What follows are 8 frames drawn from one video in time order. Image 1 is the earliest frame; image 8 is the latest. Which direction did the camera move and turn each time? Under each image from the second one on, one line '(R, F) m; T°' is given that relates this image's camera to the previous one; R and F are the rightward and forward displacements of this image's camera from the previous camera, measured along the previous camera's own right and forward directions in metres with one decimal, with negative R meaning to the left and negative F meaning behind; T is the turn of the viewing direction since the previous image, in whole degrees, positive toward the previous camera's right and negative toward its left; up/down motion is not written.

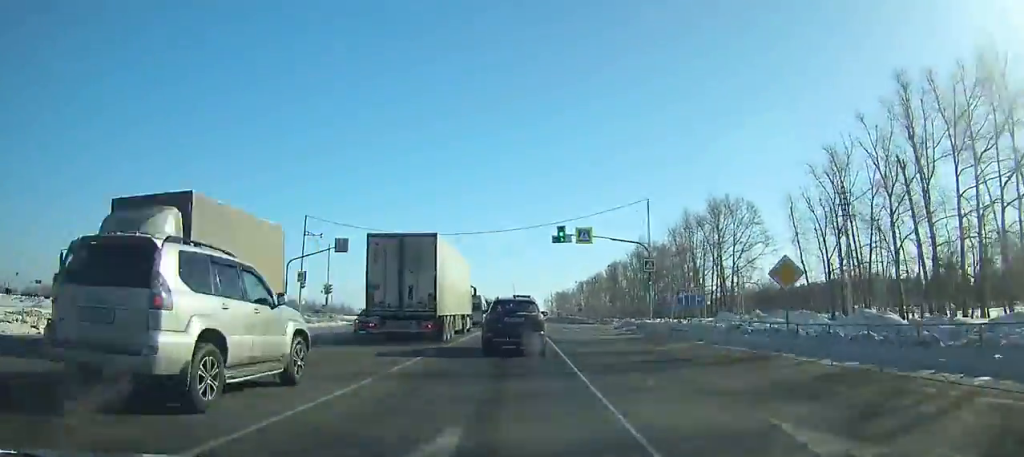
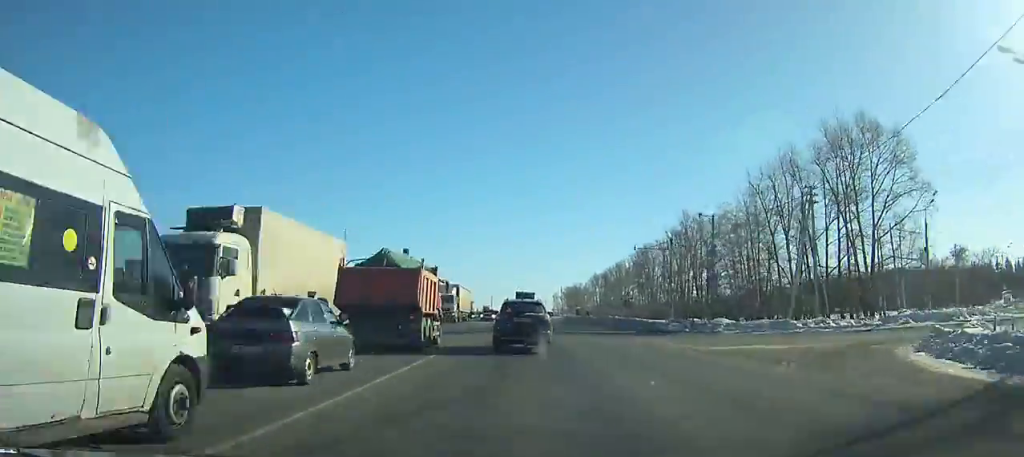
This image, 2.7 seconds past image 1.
(+0.3, +46.8) m; 0°
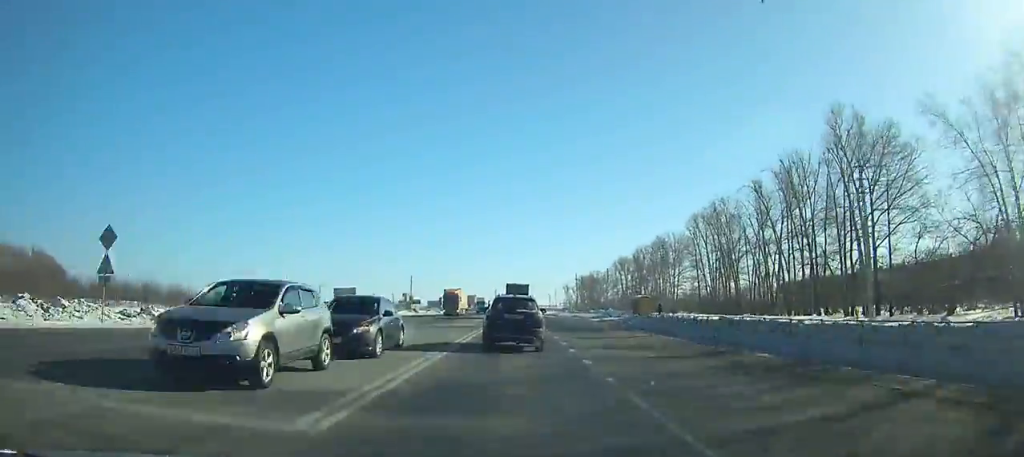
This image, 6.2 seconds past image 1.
(0.0, +61.9) m; -1°
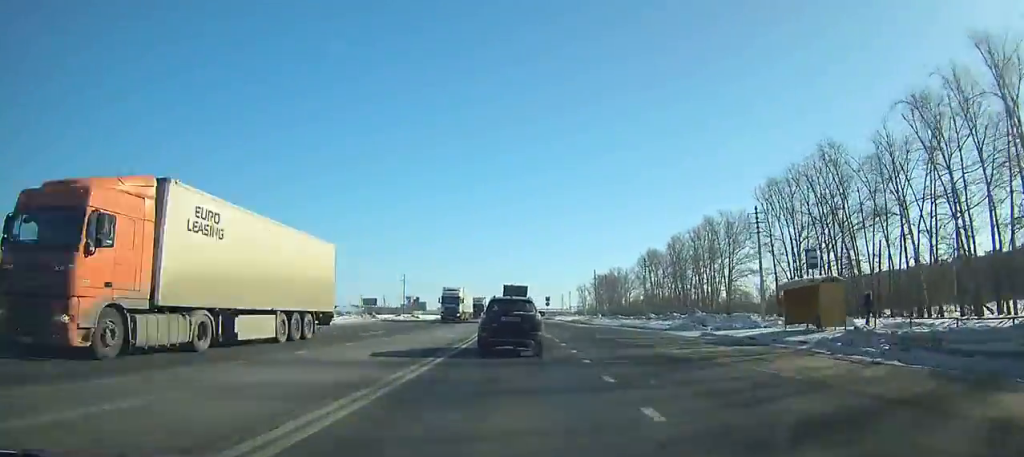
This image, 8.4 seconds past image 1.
(-0.5, +38.7) m; -1°
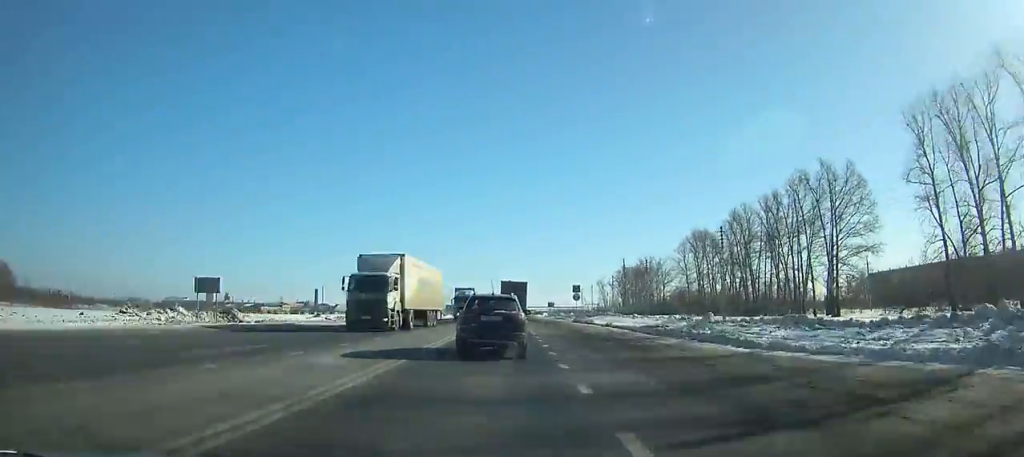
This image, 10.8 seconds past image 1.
(-0.6, +41.5) m; -2°
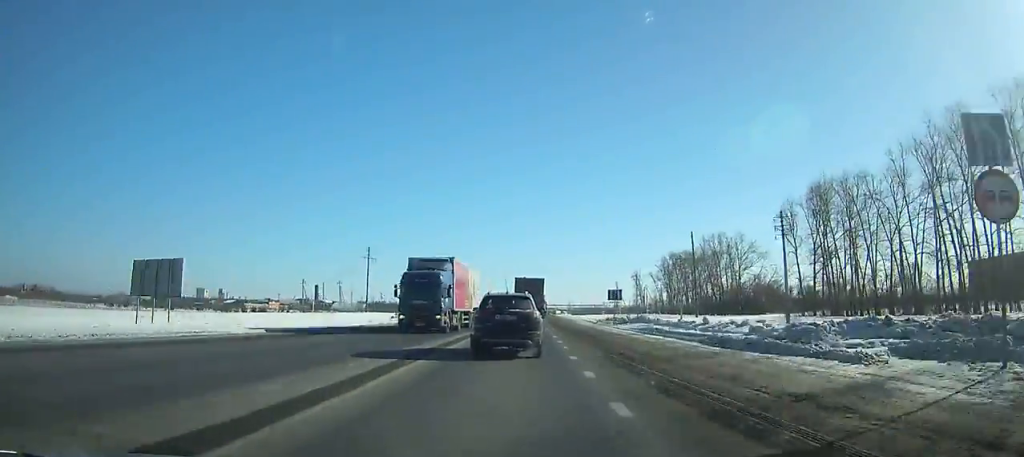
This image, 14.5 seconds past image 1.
(-1.3, +62.5) m; -1°
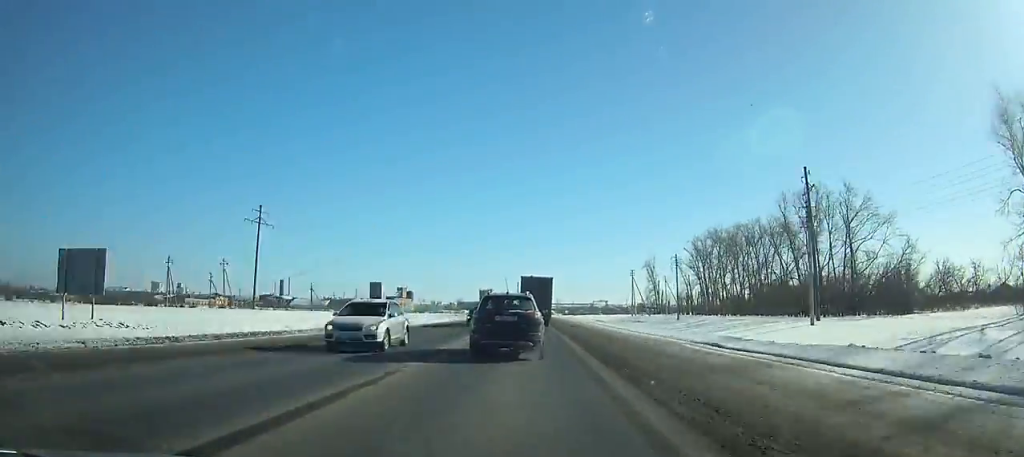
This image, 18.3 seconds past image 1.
(+0.2, +63.0) m; +1°
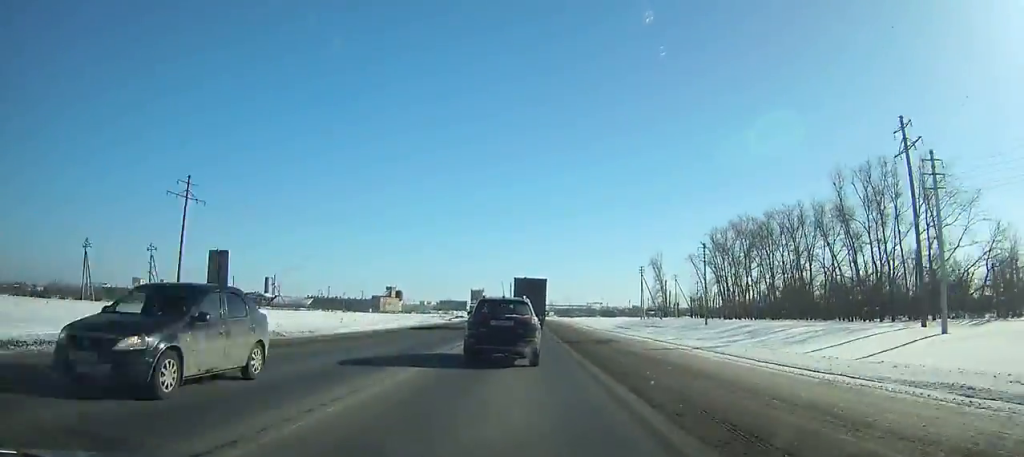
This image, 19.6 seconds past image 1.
(+0.2, +21.4) m; 0°
